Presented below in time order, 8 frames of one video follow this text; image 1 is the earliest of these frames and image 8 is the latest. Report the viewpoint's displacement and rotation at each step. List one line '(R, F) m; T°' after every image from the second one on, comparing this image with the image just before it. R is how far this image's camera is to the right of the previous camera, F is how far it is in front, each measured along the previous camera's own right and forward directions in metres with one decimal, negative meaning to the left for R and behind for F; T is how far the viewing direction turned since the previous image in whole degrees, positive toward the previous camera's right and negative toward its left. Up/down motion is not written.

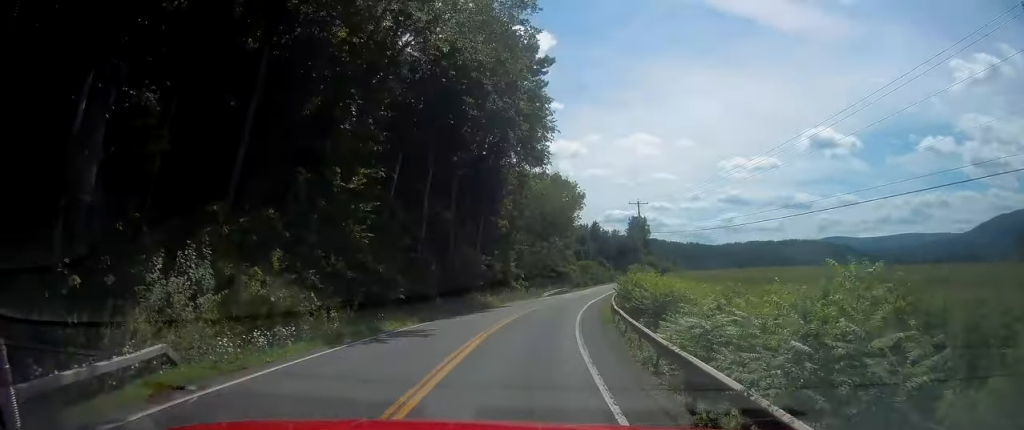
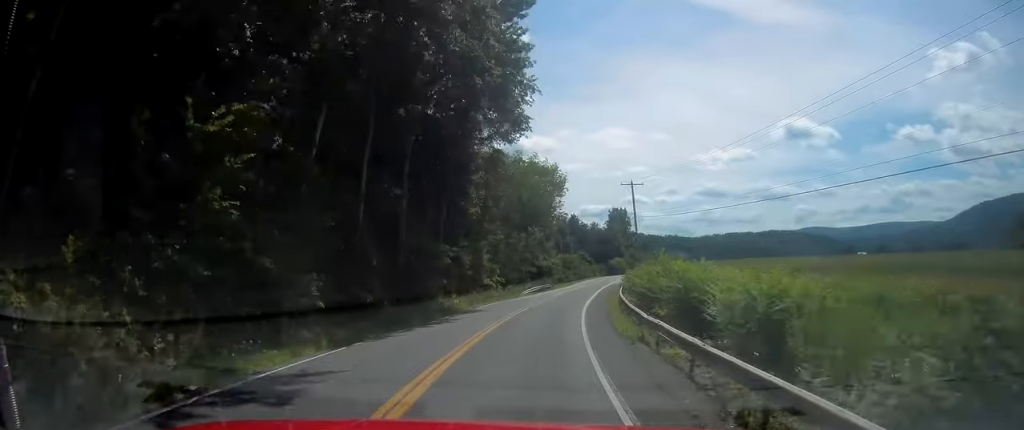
(+0.1, +10.2) m; +1°
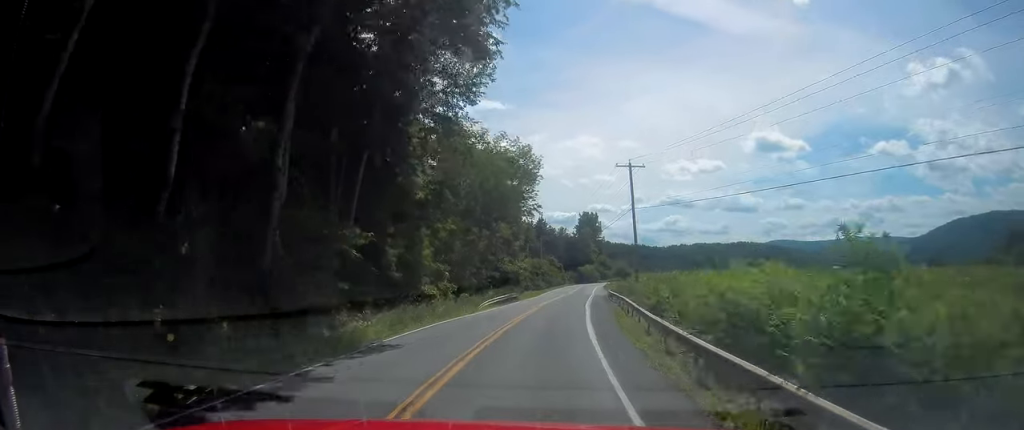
(0.0, +14.5) m; +2°
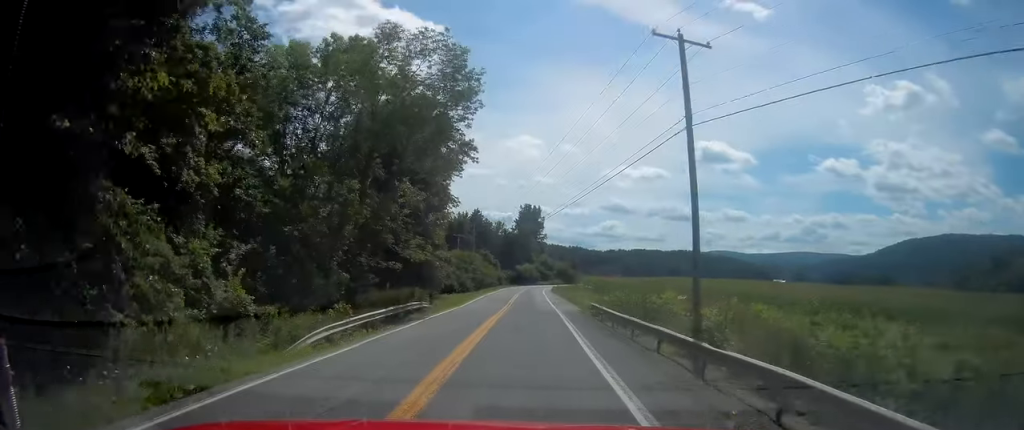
(+0.9, +26.5) m; +6°
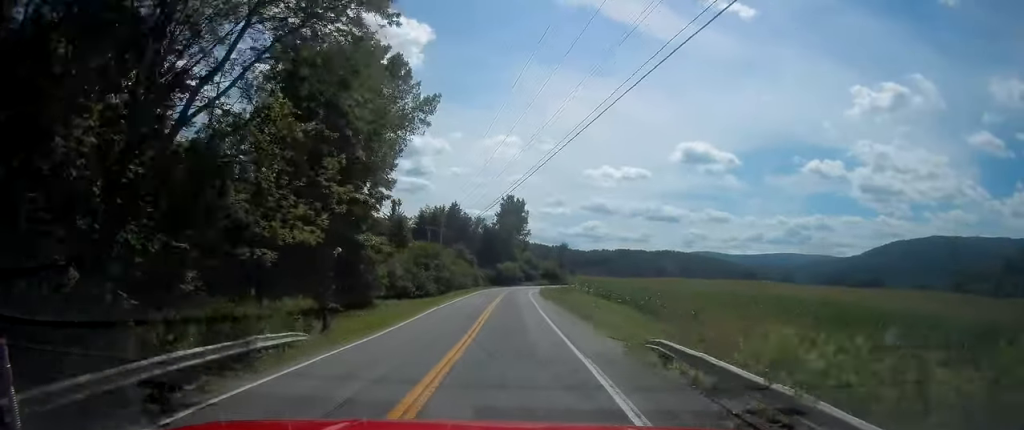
(+1.2, +20.1) m; +4°
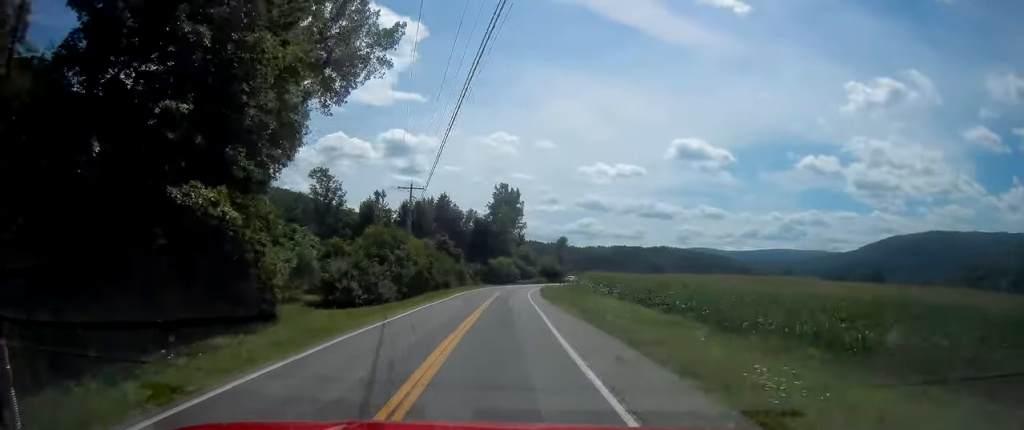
(+0.3, +17.5) m; +1°
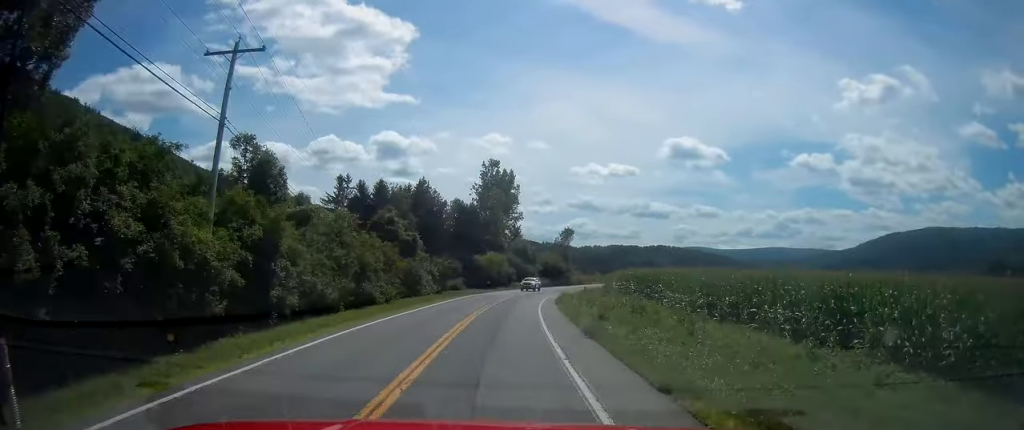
(+0.2, +35.1) m; +1°
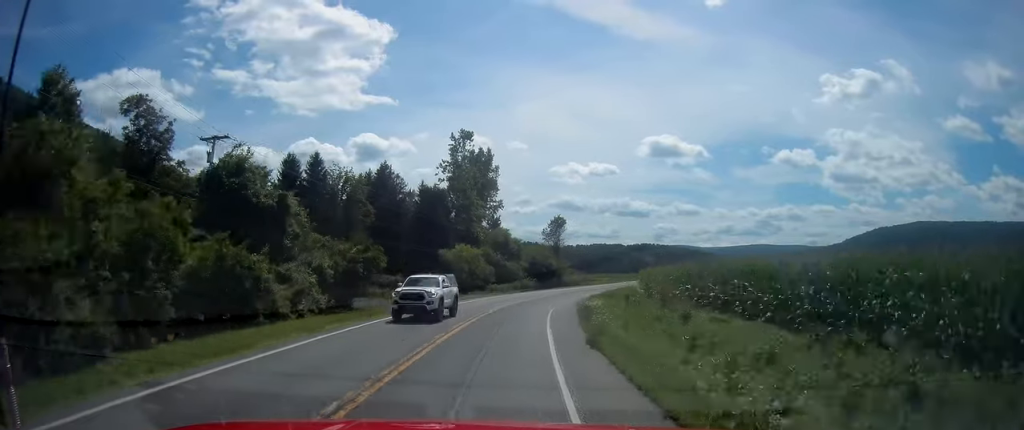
(+0.2, +26.4) m; +2°
